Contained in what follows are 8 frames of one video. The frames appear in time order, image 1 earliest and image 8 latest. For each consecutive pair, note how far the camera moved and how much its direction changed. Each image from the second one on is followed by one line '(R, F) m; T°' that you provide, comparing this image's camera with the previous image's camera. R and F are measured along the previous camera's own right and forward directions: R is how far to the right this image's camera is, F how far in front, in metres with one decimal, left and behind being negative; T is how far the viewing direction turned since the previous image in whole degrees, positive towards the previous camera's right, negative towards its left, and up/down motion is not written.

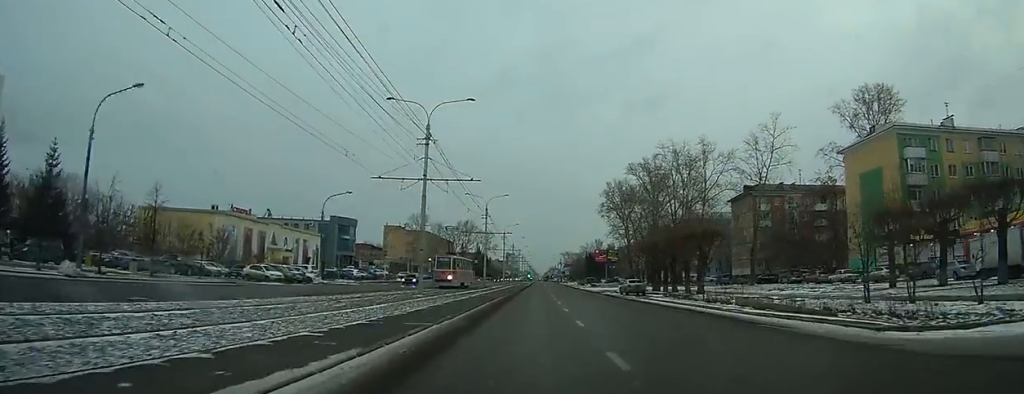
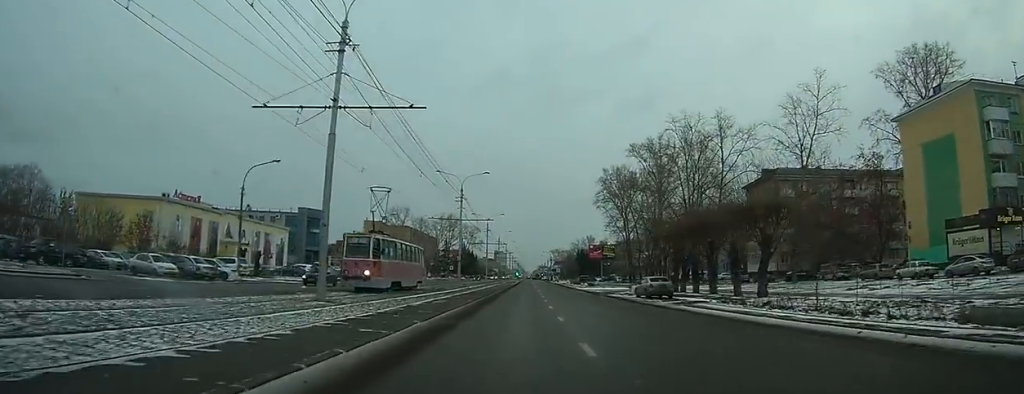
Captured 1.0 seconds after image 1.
(+0.5, +14.8) m; +2°
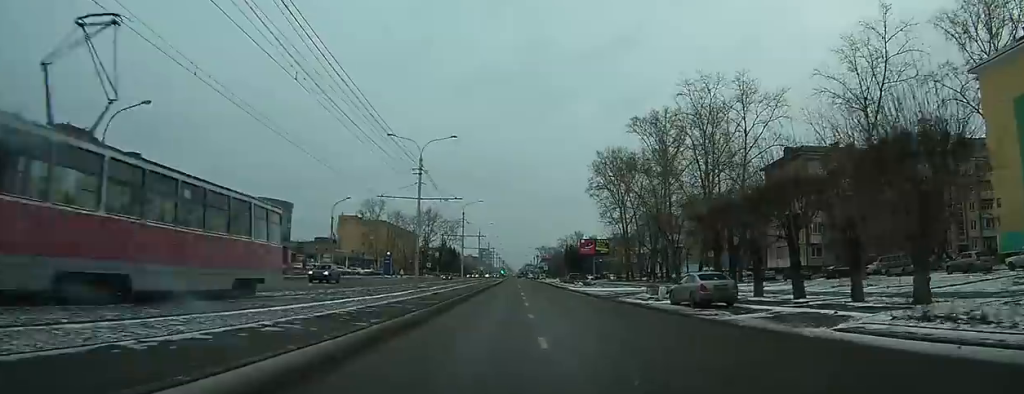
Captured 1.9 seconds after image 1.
(0.0, +14.9) m; 0°
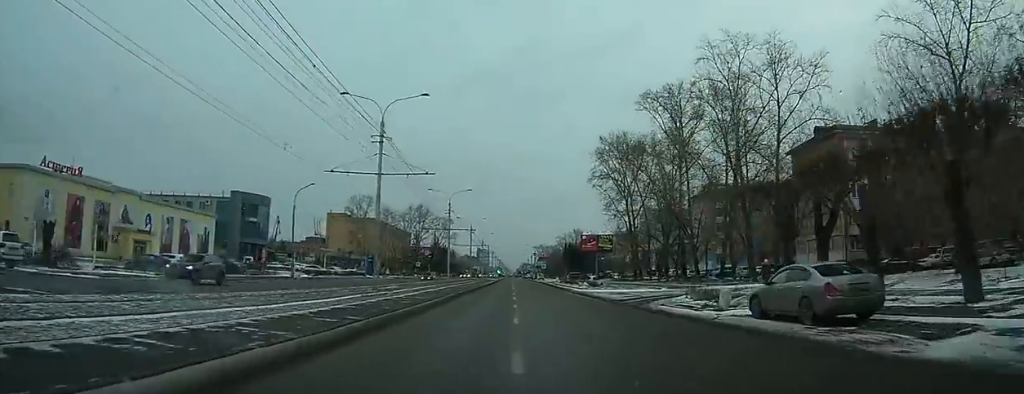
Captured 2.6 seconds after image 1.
(+0.1, +10.9) m; 0°
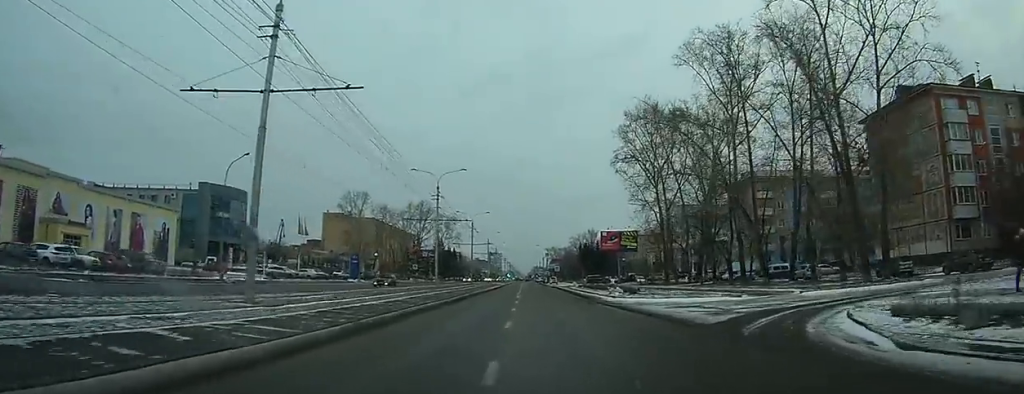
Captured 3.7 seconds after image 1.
(0.0, +16.7) m; 0°
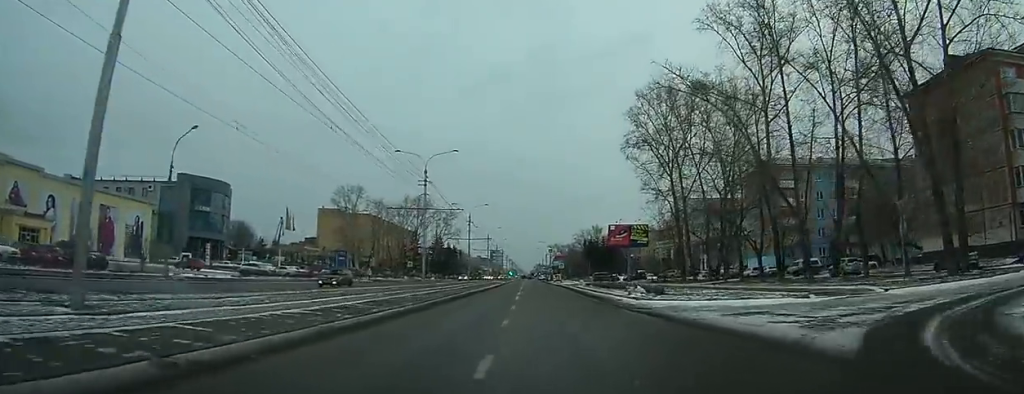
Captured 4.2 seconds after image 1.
(0.0, +7.8) m; 0°
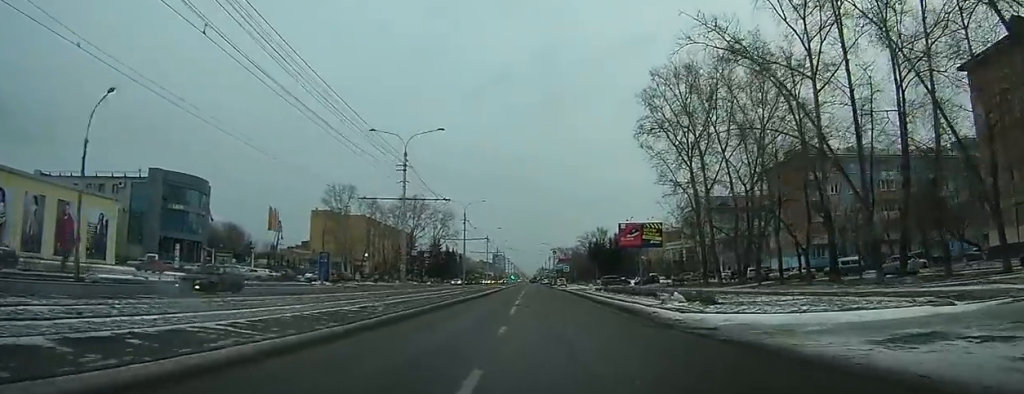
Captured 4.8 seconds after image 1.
(0.0, +8.9) m; 0°
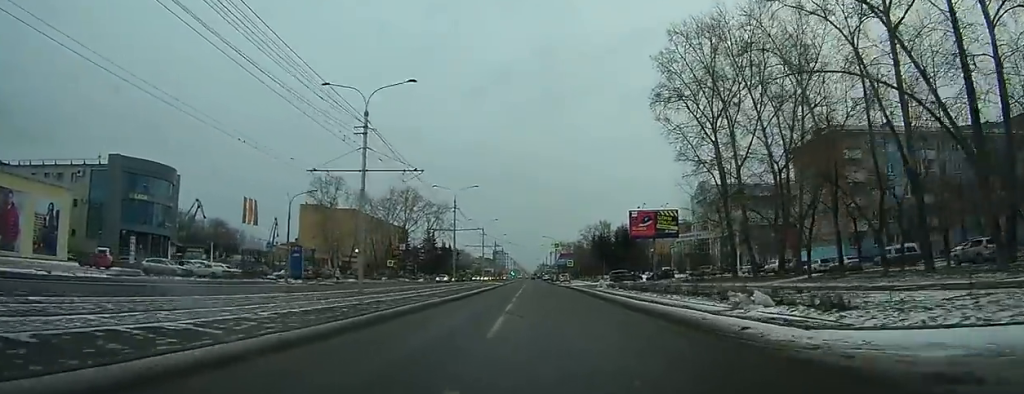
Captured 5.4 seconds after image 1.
(0.0, +9.9) m; 0°
